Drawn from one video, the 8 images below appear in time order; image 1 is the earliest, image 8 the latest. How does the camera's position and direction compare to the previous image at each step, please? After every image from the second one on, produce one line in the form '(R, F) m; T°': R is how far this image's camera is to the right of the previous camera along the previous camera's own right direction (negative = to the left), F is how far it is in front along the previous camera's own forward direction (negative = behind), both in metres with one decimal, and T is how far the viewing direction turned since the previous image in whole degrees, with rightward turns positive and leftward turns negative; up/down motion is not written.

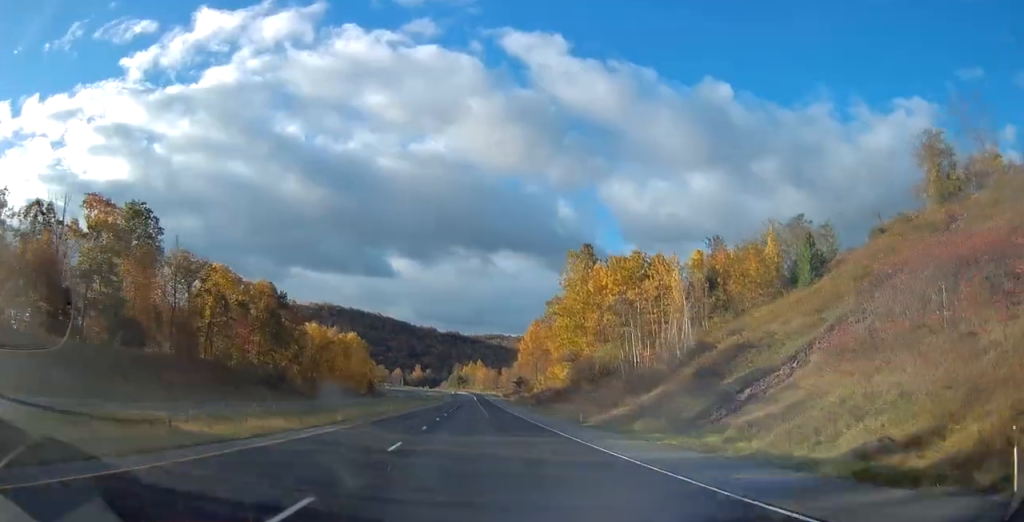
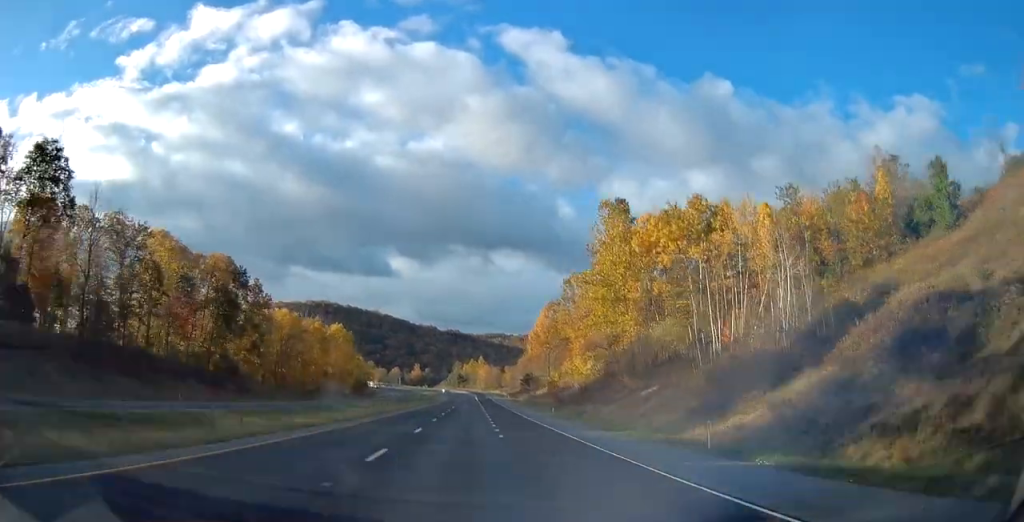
(0.0, +27.1) m; 0°
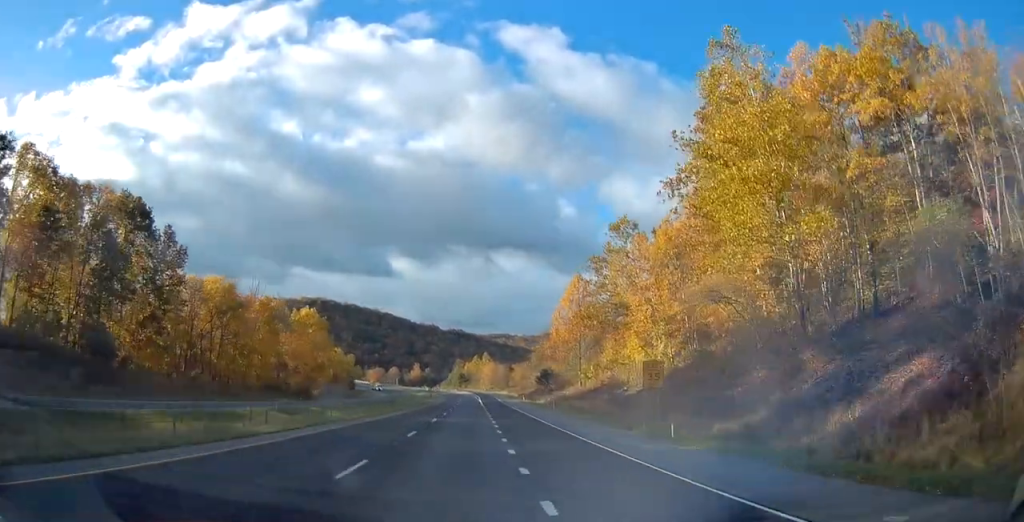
(-0.1, +39.7) m; 0°
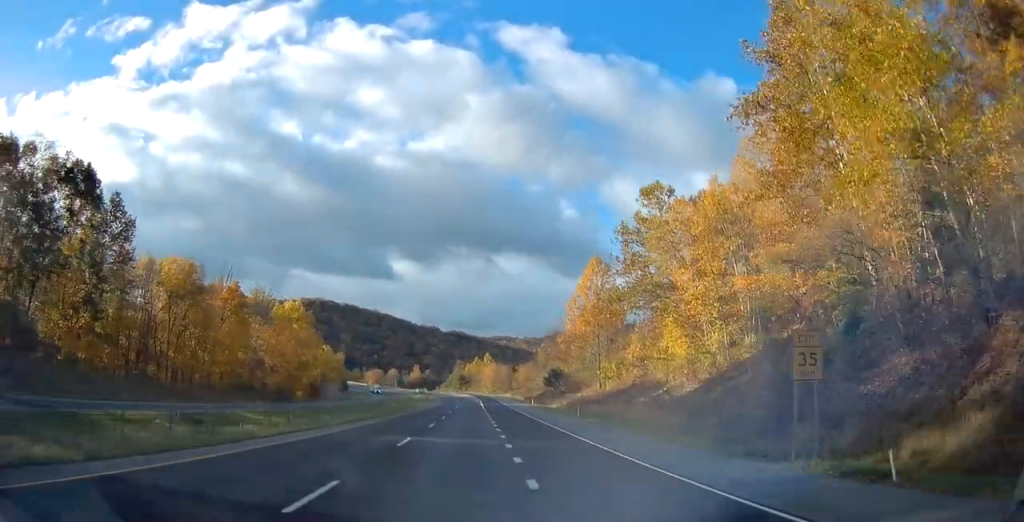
(0.0, +15.5) m; 0°
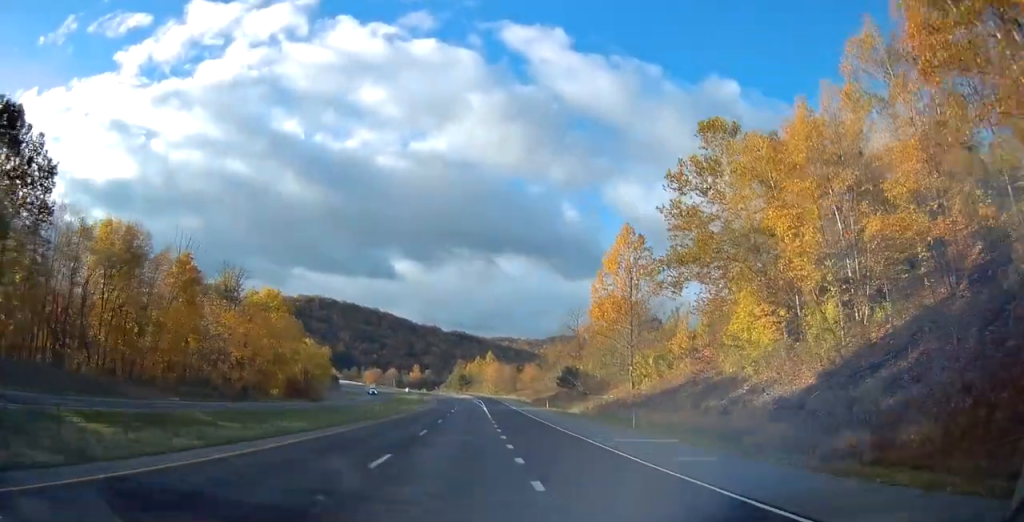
(0.0, +18.4) m; 0°
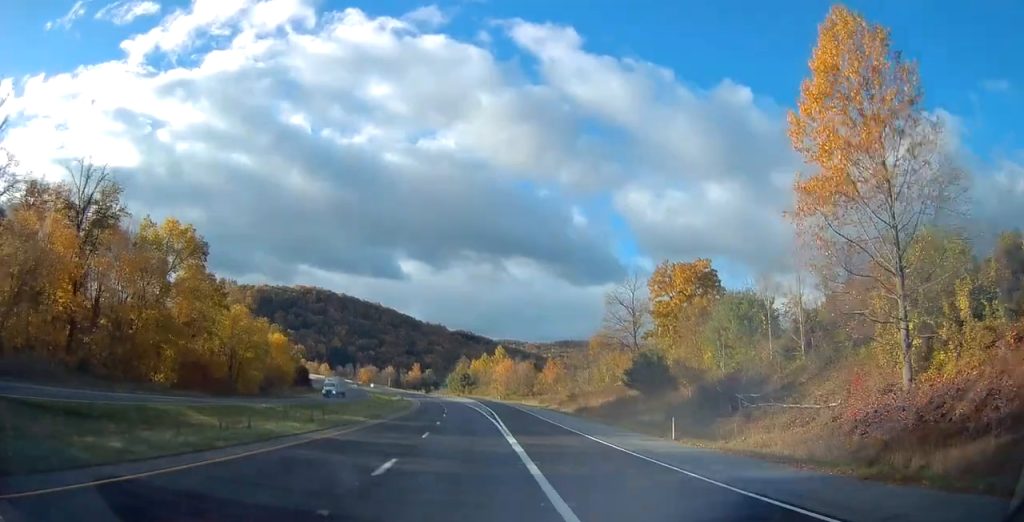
(-0.3, +48.3) m; -2°
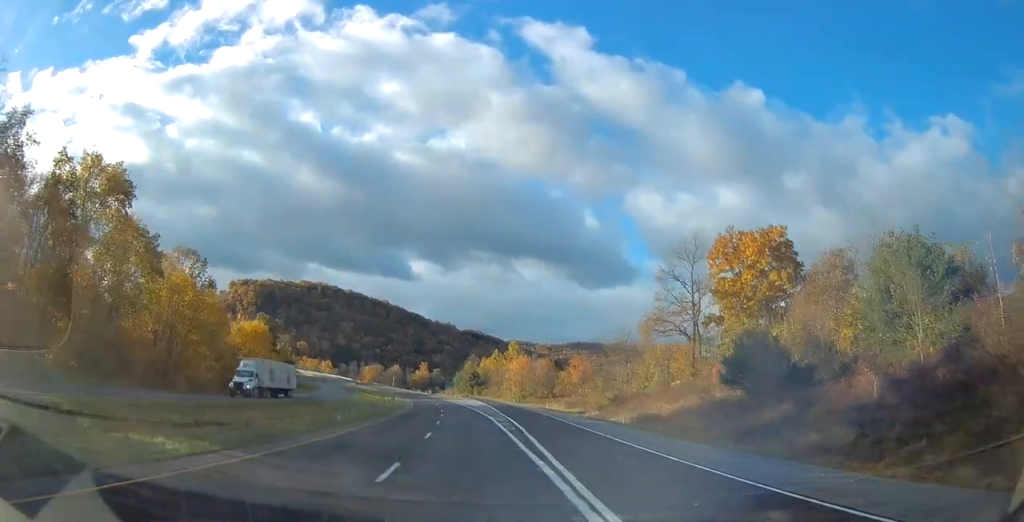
(-0.3, +25.1) m; -1°
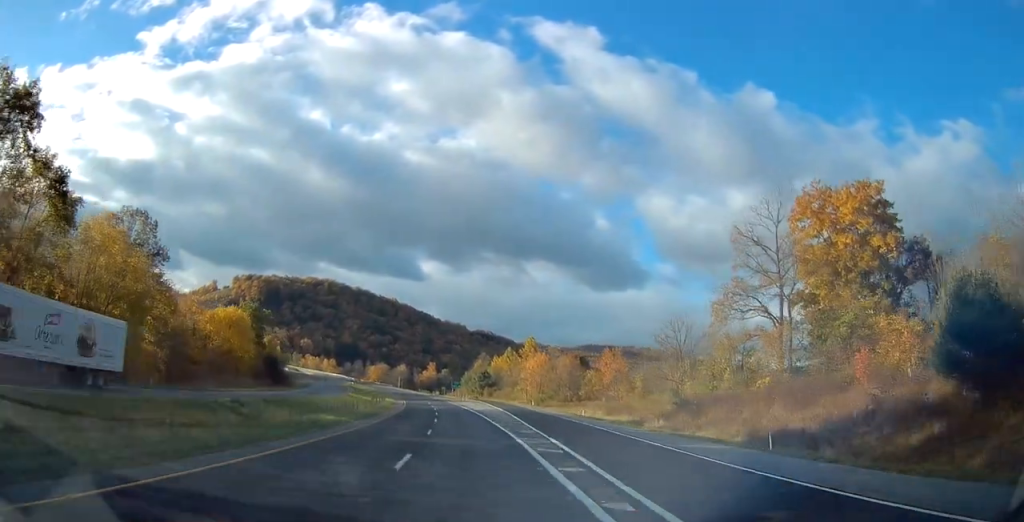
(-0.1, +22.2) m; -1°
